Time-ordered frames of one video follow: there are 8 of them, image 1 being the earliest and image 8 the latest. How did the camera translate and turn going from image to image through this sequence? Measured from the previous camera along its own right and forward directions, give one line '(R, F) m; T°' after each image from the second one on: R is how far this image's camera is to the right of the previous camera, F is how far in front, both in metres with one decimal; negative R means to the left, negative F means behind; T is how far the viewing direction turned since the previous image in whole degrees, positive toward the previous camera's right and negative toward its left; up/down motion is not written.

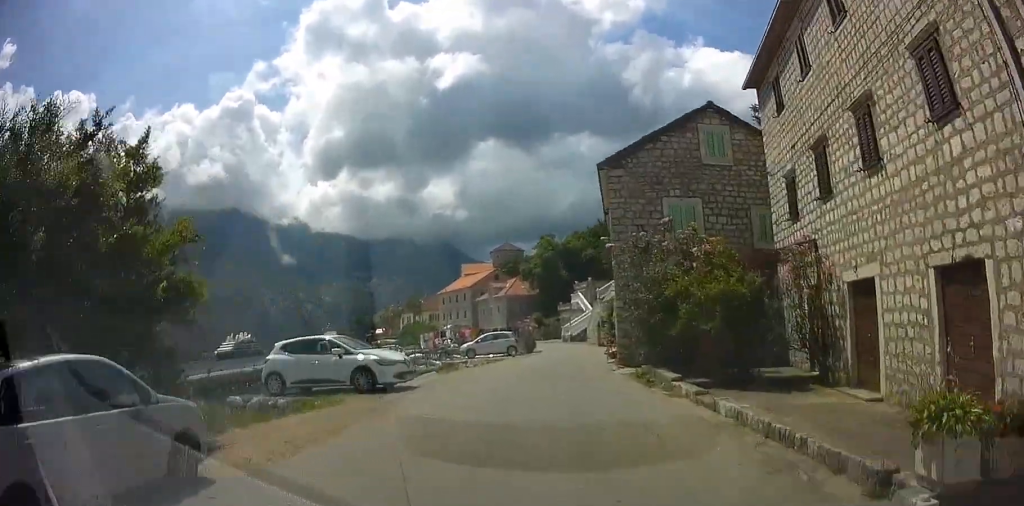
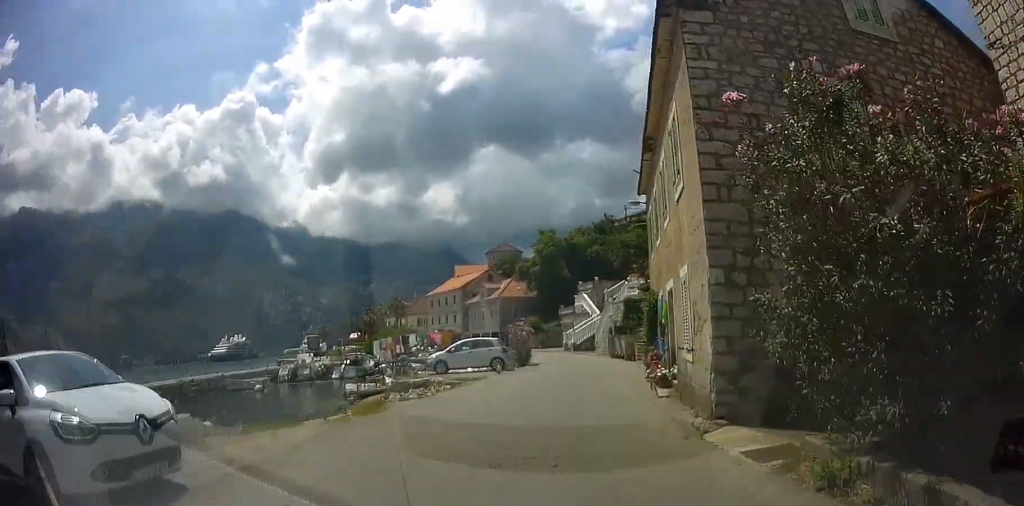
(0.0, +10.5) m; 0°
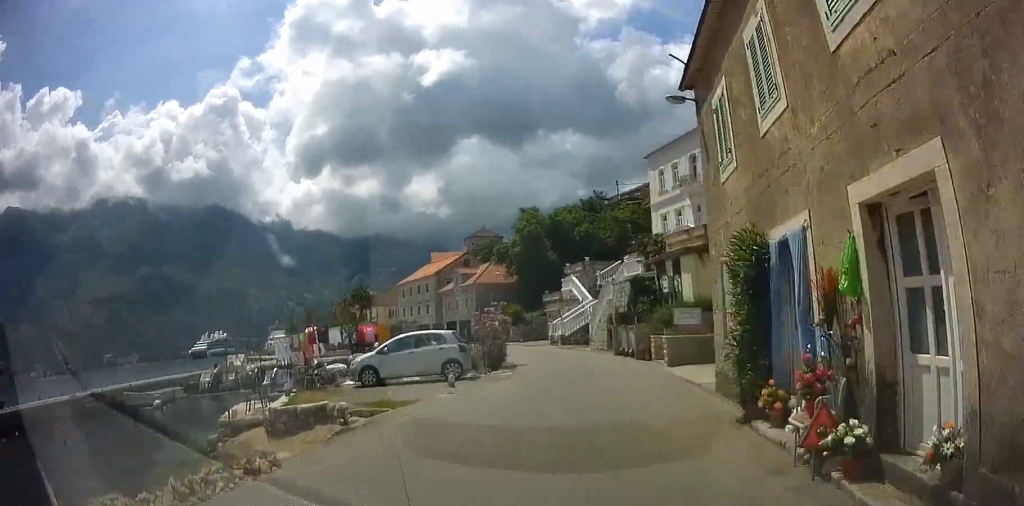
(0.0, +9.6) m; +1°
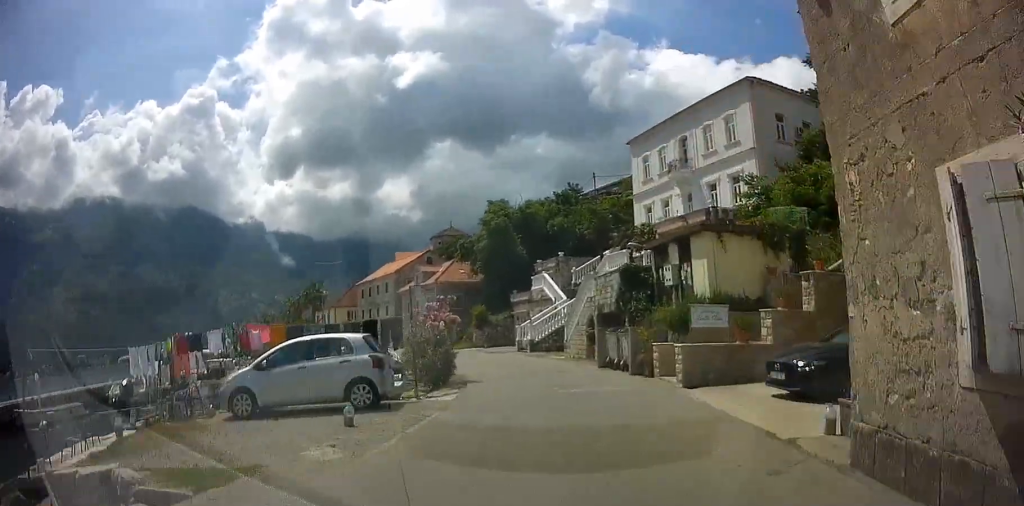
(0.0, +6.8) m; +1°
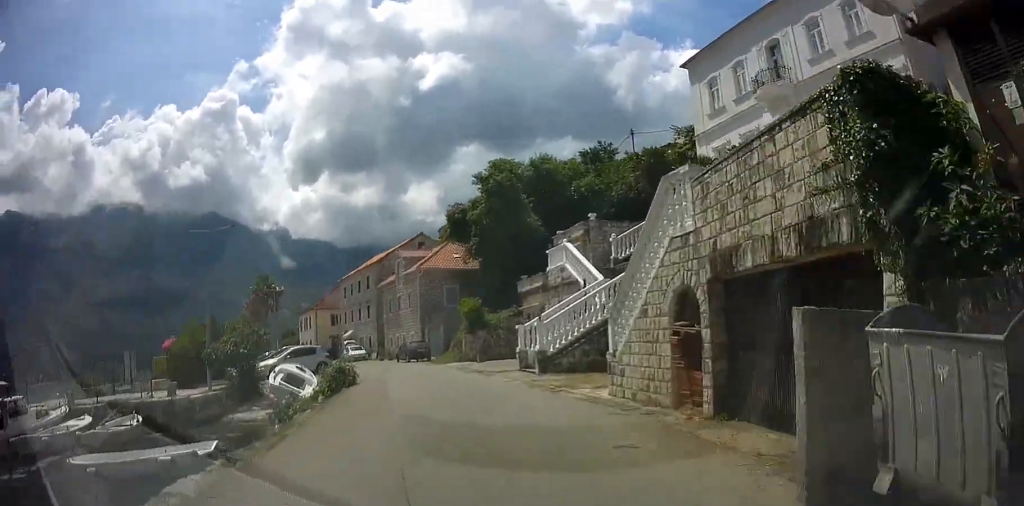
(+0.5, +18.5) m; -2°
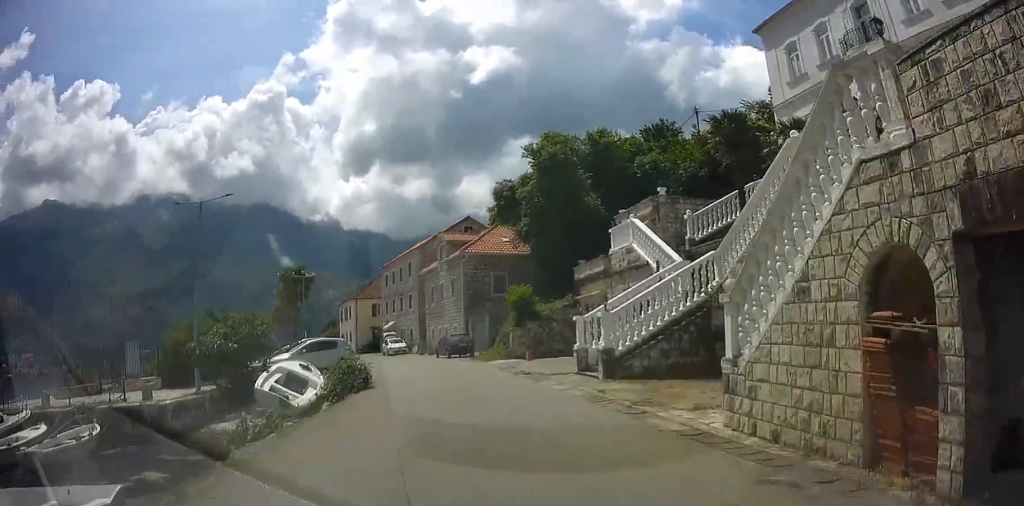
(-0.3, +5.0) m; -5°
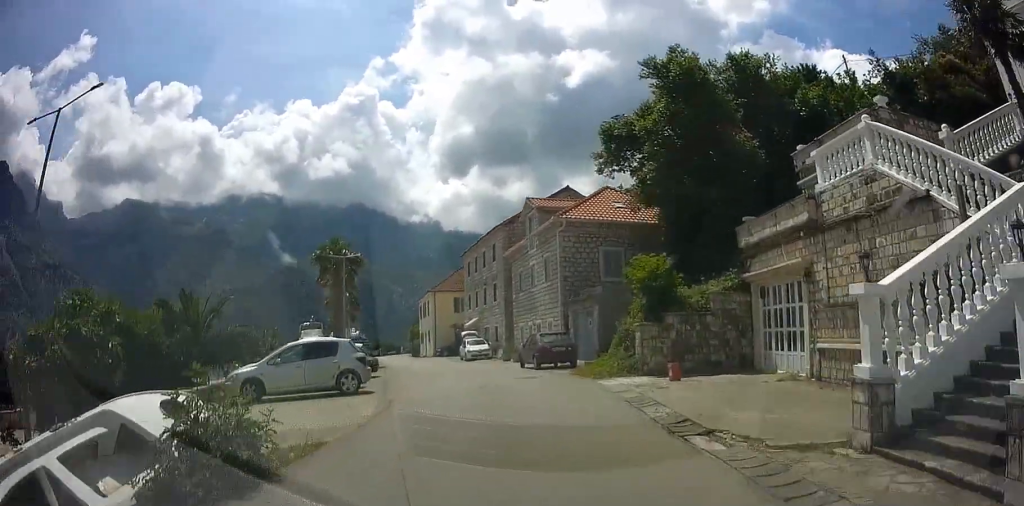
(-1.5, +12.0) m; -12°
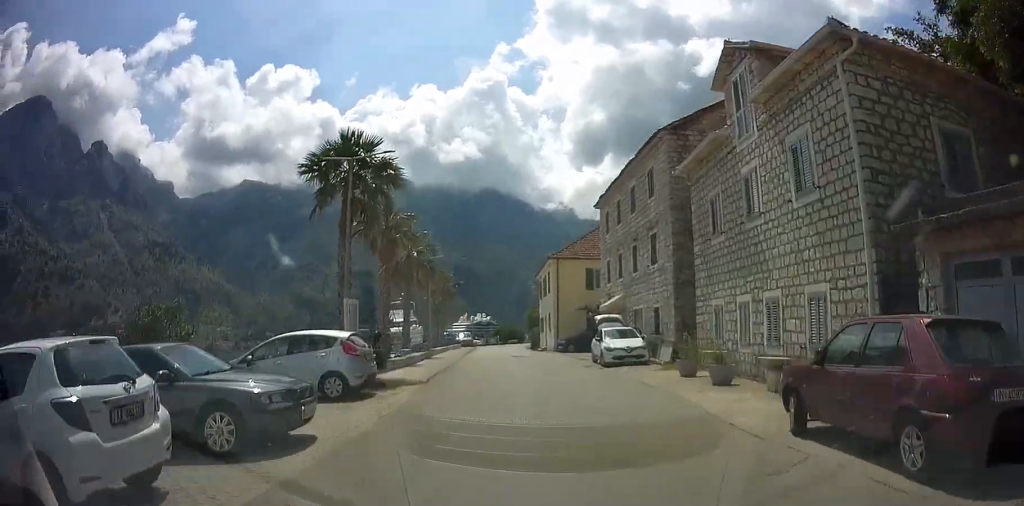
(-1.2, +17.7) m; -7°
